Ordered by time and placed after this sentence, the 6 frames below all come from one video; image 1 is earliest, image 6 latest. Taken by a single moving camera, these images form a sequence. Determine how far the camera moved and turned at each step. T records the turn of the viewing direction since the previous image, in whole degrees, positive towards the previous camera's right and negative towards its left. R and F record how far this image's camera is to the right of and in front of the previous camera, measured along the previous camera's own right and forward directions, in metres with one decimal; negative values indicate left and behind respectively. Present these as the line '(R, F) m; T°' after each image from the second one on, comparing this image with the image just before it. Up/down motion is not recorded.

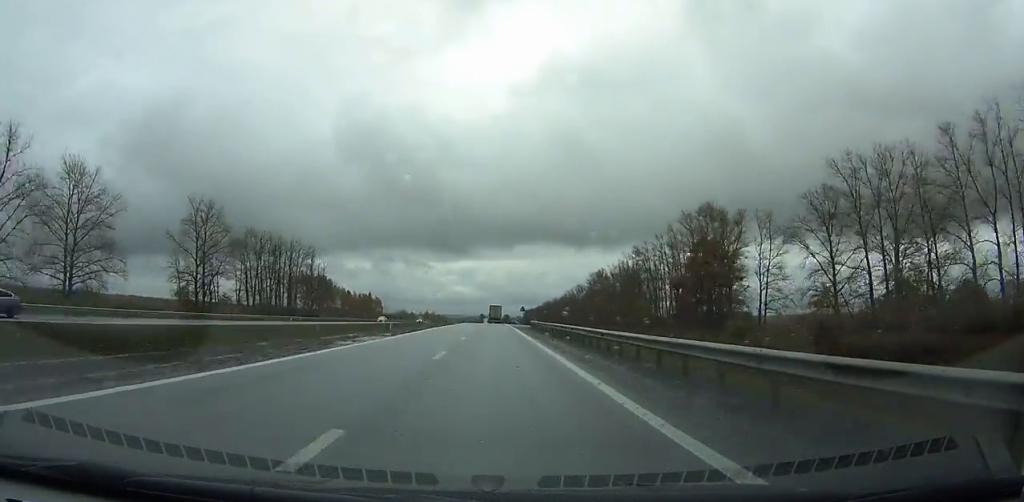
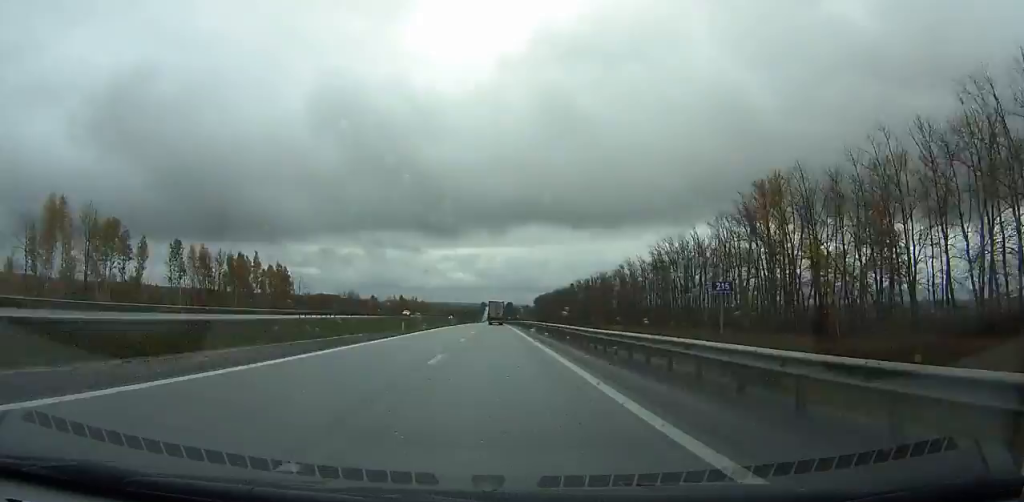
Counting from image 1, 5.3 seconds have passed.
(+0.1, +145.1) m; 0°
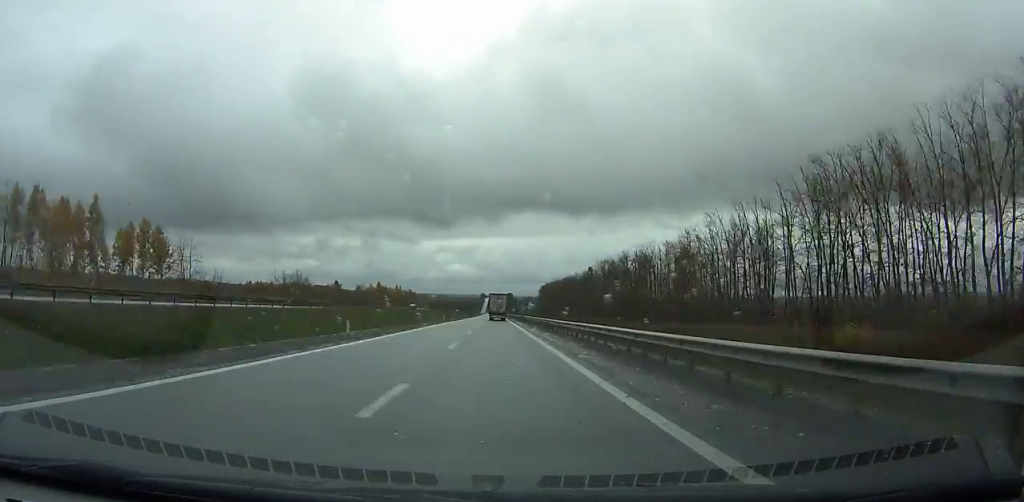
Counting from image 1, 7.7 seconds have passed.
(+0.1, +65.8) m; 0°
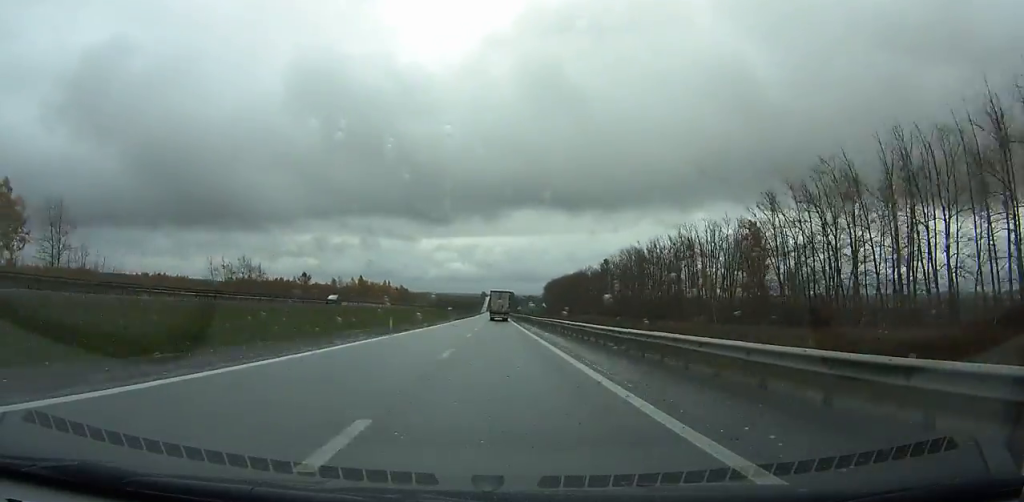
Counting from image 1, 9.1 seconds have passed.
(+0.1, +38.3) m; 0°
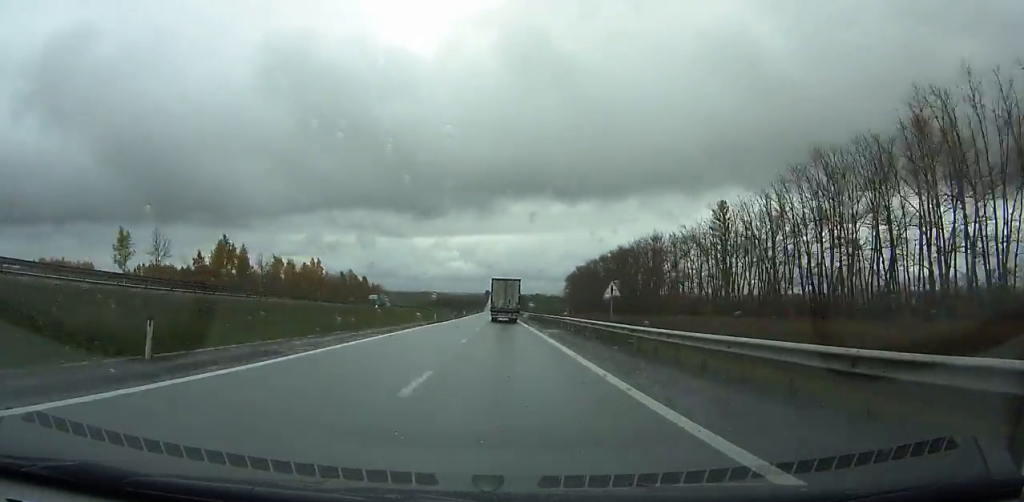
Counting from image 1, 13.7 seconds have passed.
(-0.2, +125.1) m; 0°
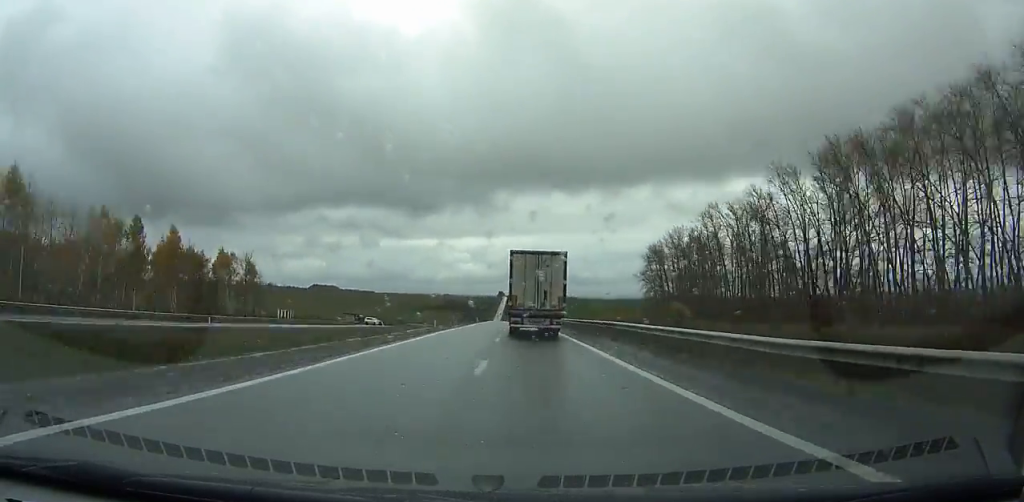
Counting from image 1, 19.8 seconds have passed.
(-0.2, +165.7) m; 0°
